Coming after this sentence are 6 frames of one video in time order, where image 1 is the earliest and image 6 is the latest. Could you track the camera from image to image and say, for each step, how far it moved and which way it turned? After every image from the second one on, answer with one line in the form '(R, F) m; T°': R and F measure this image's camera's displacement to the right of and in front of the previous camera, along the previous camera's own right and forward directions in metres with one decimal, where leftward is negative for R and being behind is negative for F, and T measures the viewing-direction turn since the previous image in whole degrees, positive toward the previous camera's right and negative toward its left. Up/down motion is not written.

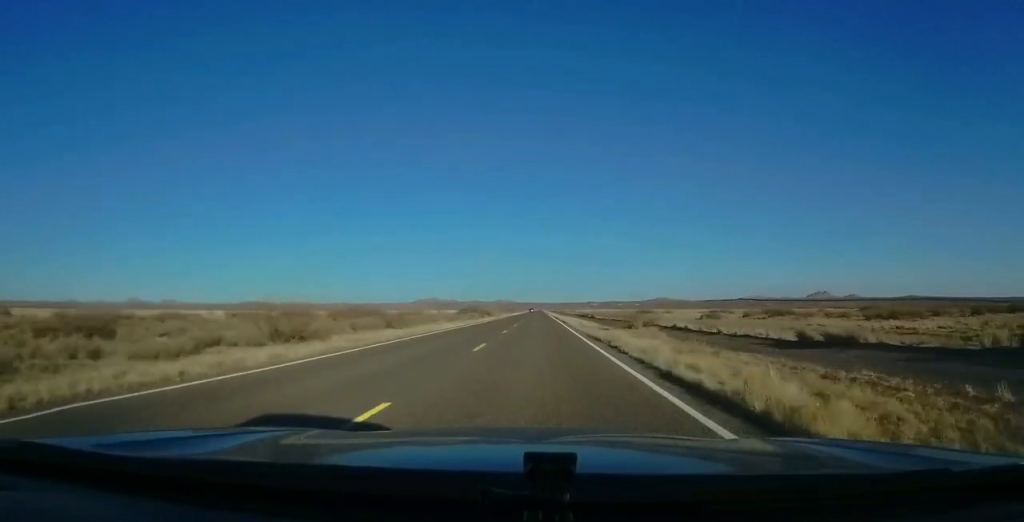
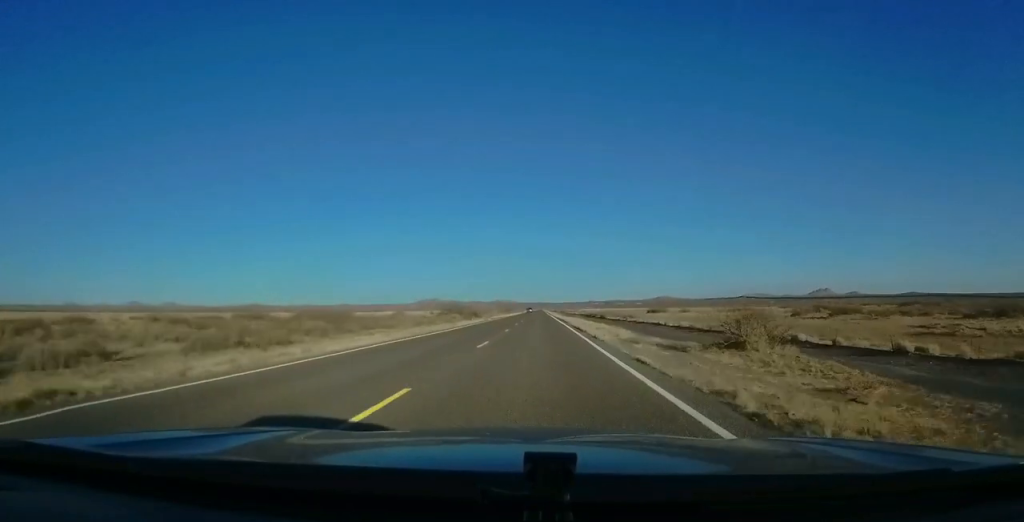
(-0.1, +23.6) m; 0°
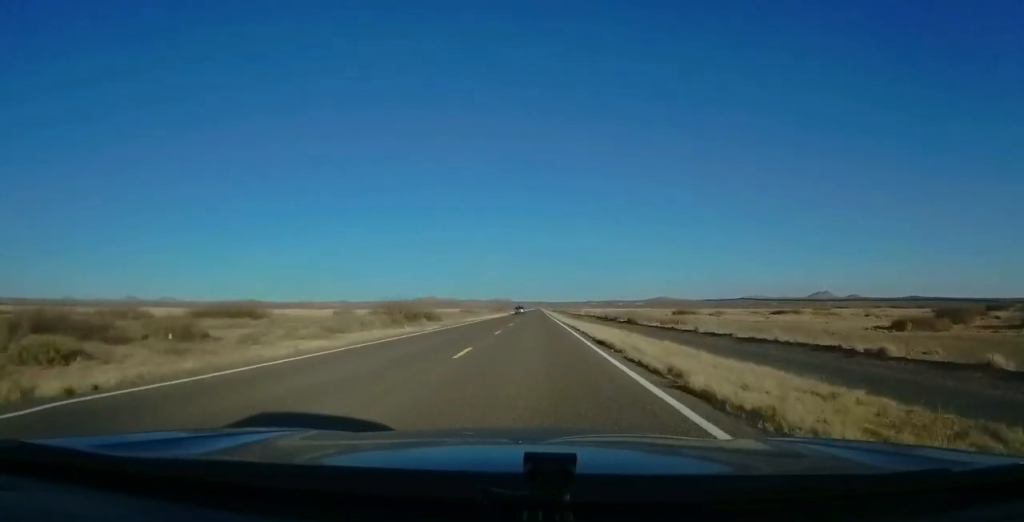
(+0.5, +41.0) m; +1°
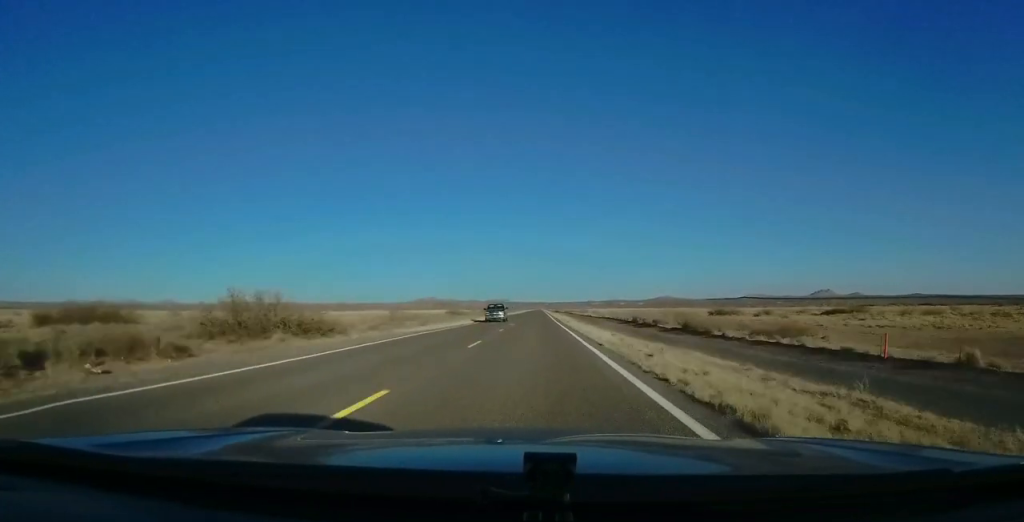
(-0.1, +33.2) m; -1°
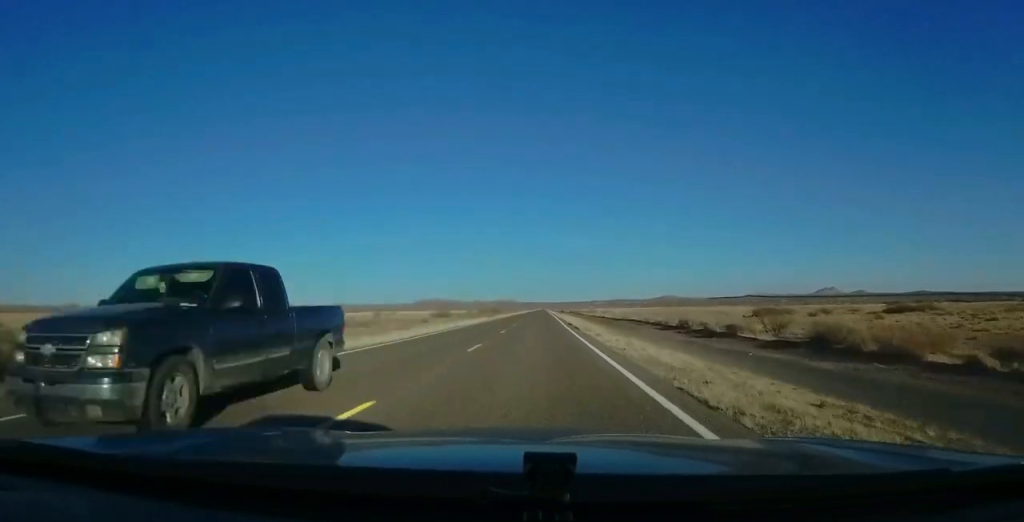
(-0.1, +25.3) m; 0°
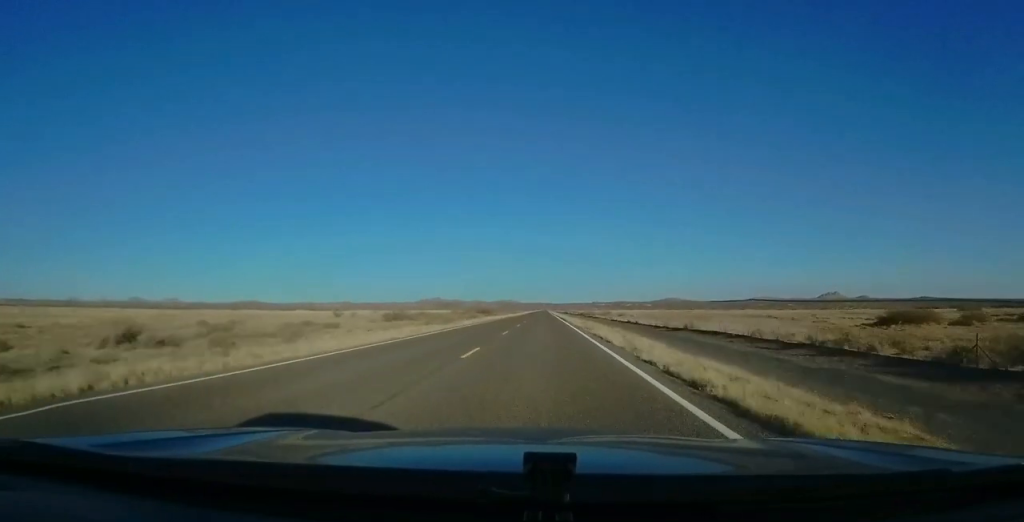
(-0.1, +39.6) m; 0°
